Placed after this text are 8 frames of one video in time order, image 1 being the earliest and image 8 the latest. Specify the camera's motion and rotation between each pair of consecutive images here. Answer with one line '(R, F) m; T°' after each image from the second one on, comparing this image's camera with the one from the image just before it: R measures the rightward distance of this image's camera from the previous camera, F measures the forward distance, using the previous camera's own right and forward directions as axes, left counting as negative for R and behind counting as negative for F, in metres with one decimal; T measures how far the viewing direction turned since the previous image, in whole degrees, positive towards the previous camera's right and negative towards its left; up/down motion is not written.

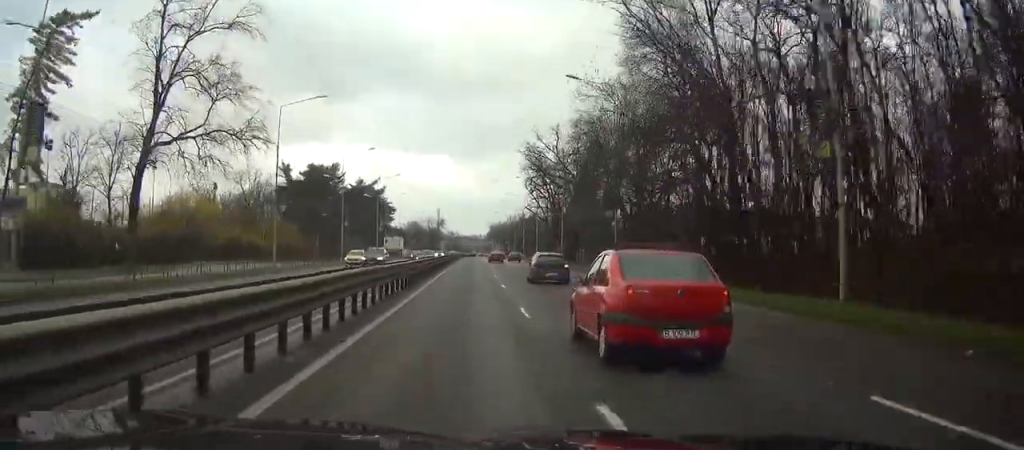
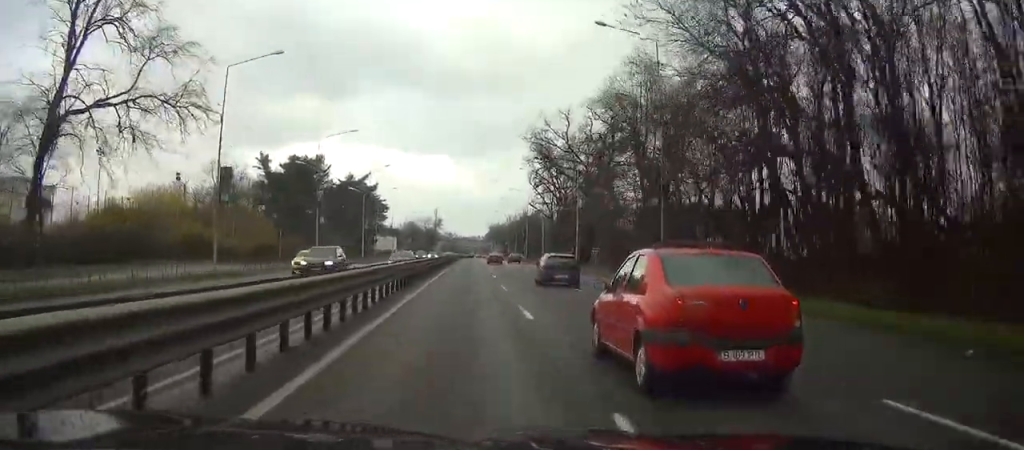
(0.0, +12.0) m; 0°
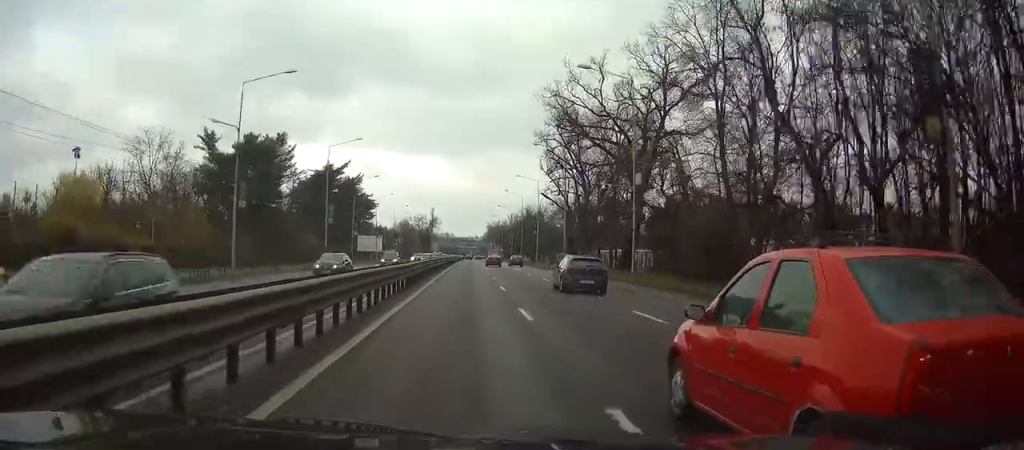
(0.0, +23.4) m; 0°
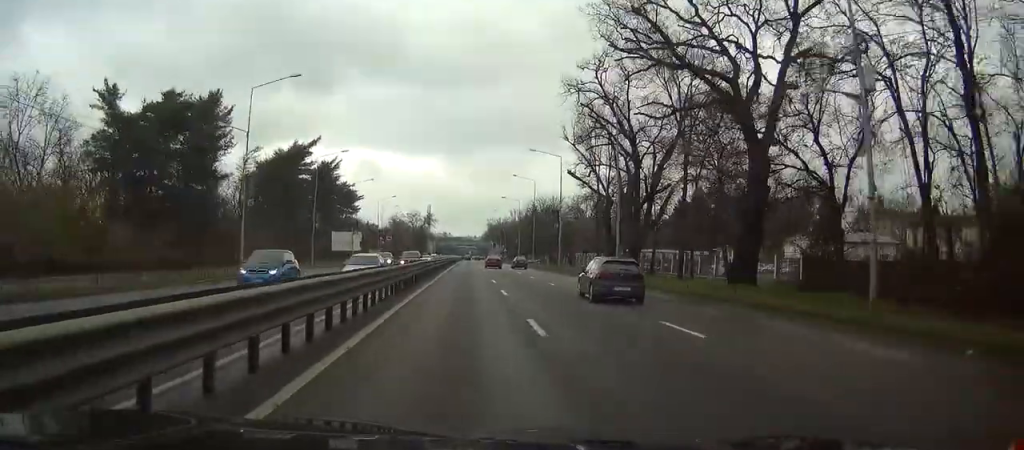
(-0.1, +26.3) m; 0°
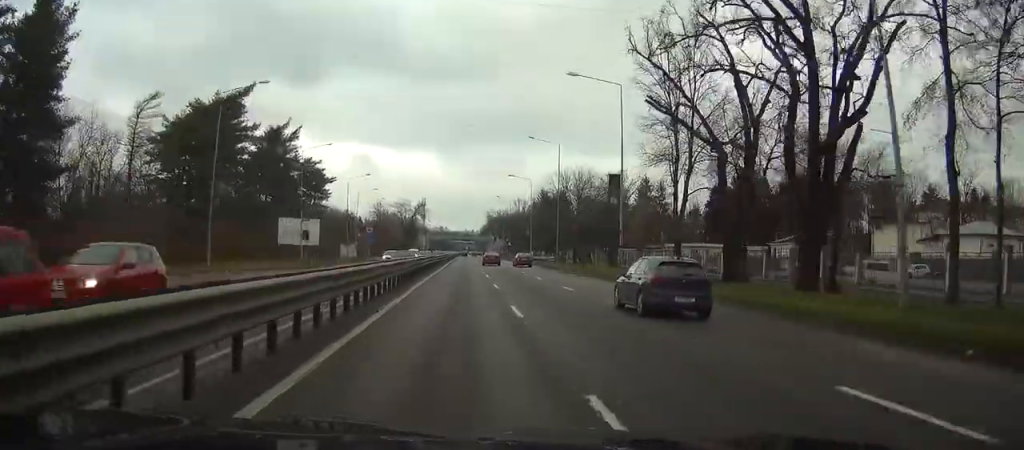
(+0.2, +31.9) m; 0°
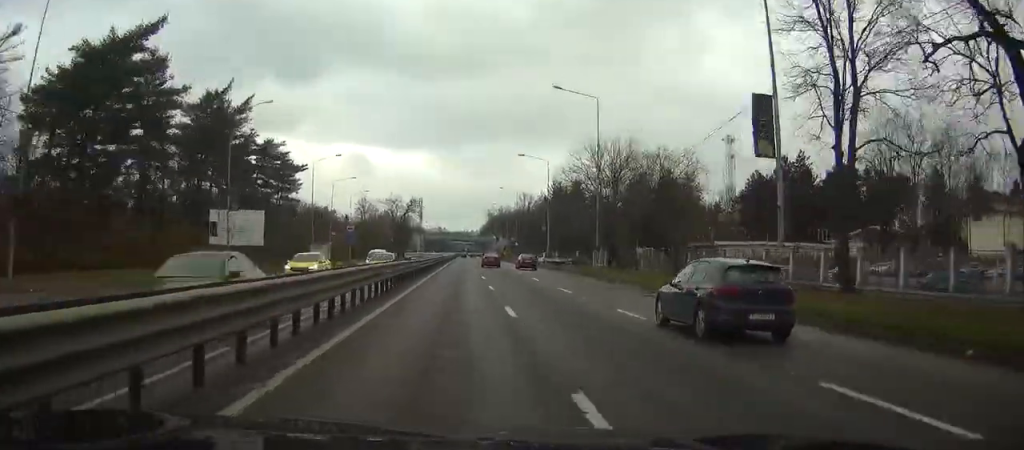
(0.0, +23.4) m; 0°
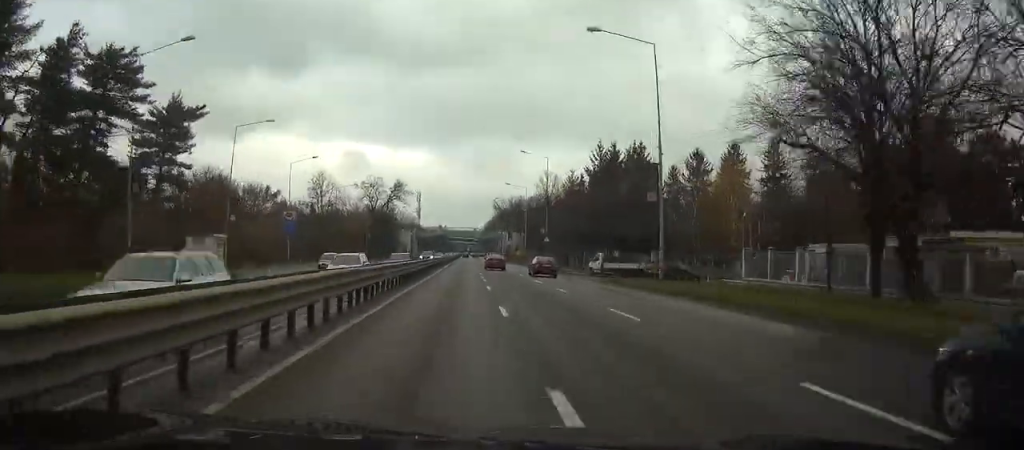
(0.0, +46.7) m; 0°
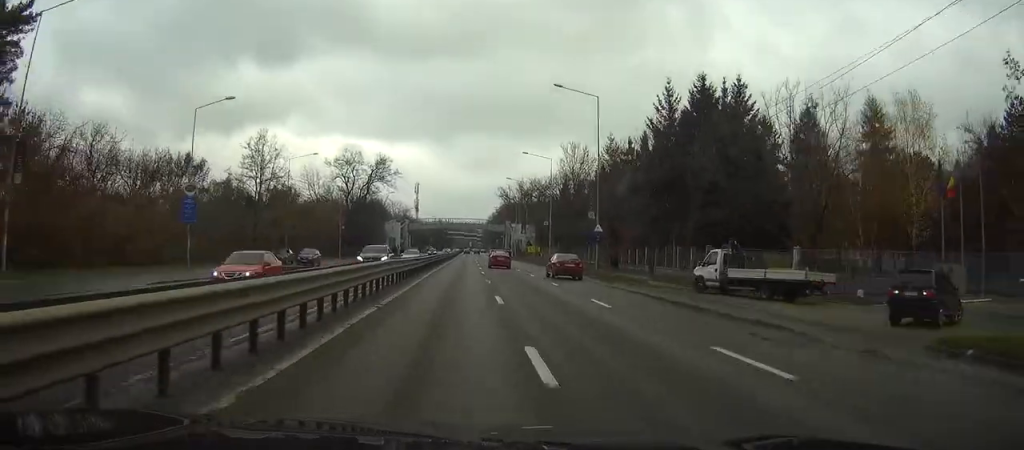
(-0.1, +31.8) m; 0°
